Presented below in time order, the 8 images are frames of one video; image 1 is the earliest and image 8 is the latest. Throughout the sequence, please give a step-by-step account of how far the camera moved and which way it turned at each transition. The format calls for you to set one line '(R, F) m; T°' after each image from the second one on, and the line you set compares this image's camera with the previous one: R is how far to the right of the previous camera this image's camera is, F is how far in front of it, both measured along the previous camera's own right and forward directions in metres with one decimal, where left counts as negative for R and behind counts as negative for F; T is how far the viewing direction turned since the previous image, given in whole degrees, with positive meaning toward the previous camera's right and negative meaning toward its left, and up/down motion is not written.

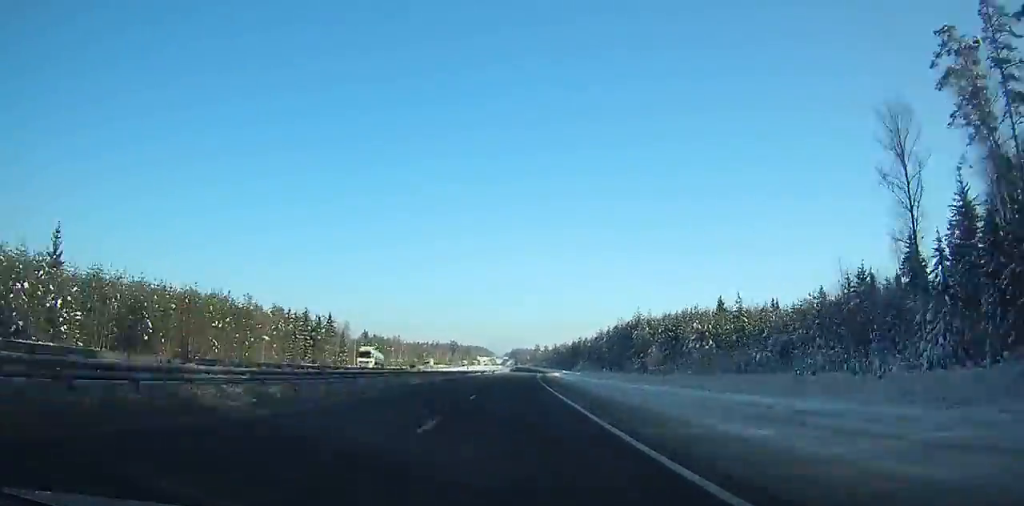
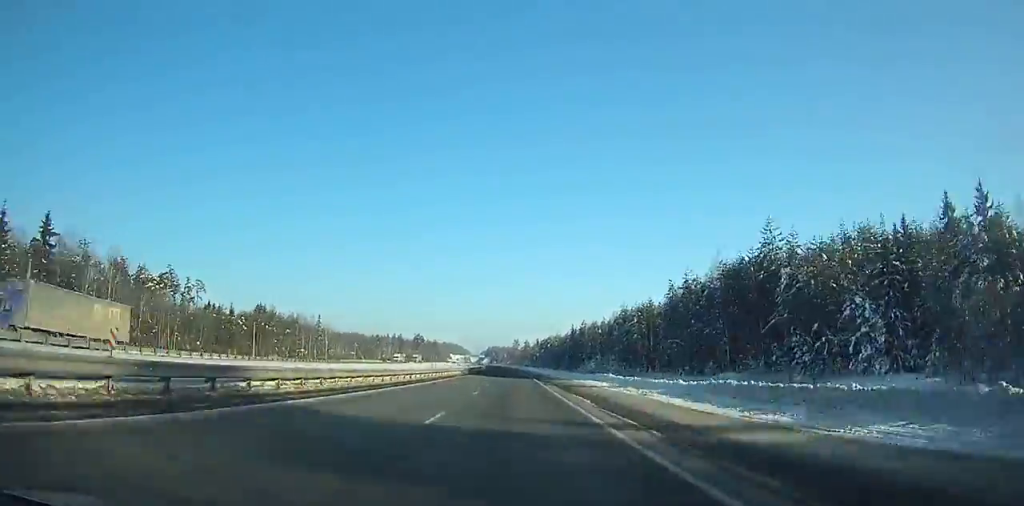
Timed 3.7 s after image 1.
(+1.7, +110.0) m; +1°
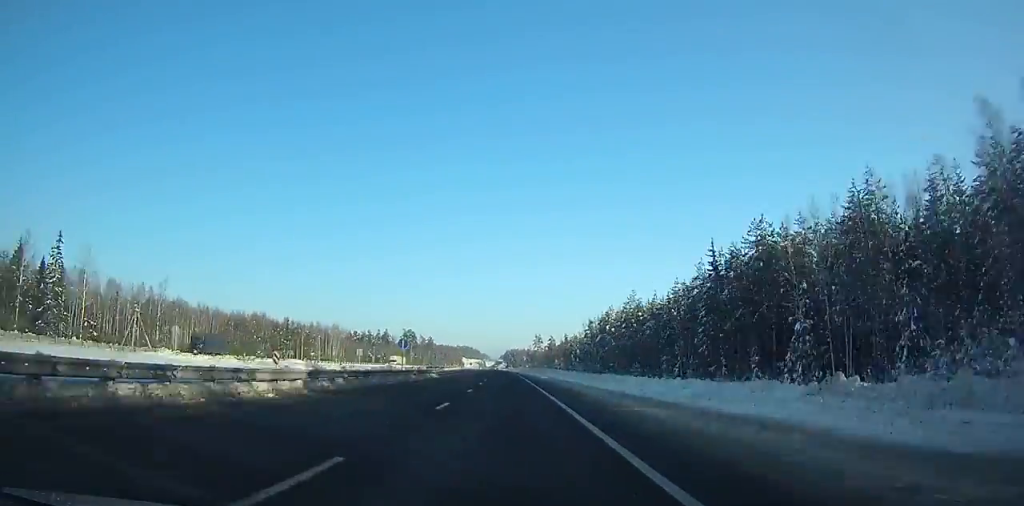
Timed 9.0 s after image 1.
(-1.6, +163.9) m; -2°
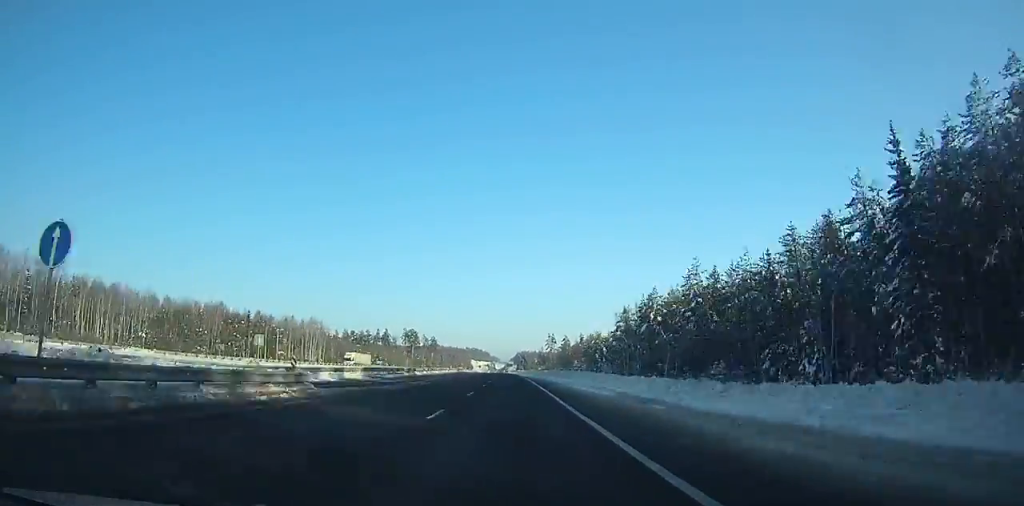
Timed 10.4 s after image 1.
(0.0, +43.0) m; -1°
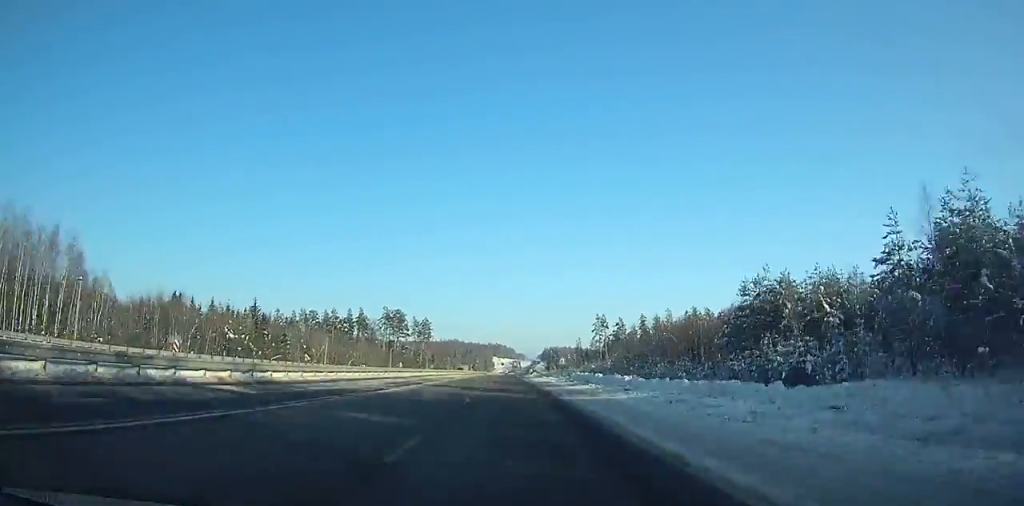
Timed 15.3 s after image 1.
(-4.2, +147.9) m; -2°
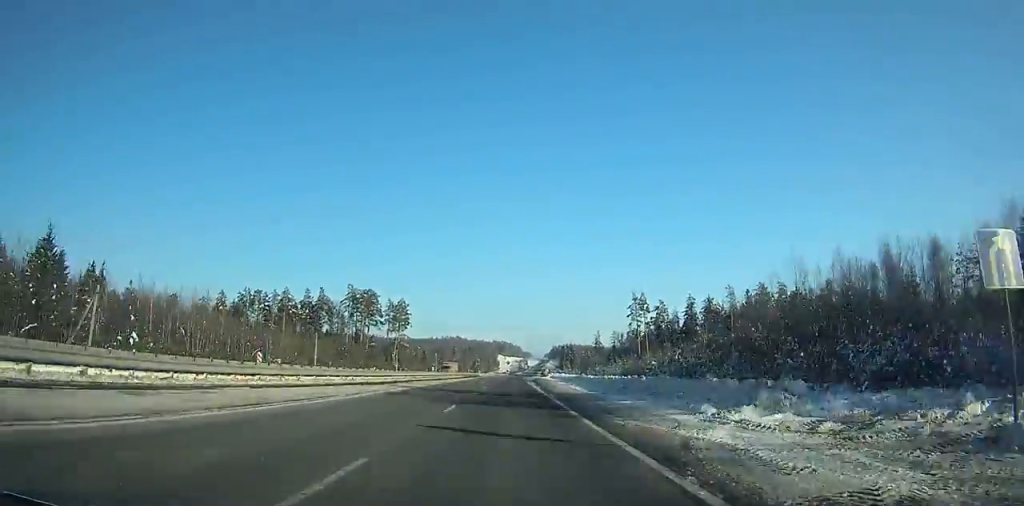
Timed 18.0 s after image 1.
(-0.5, +79.8) m; 0°
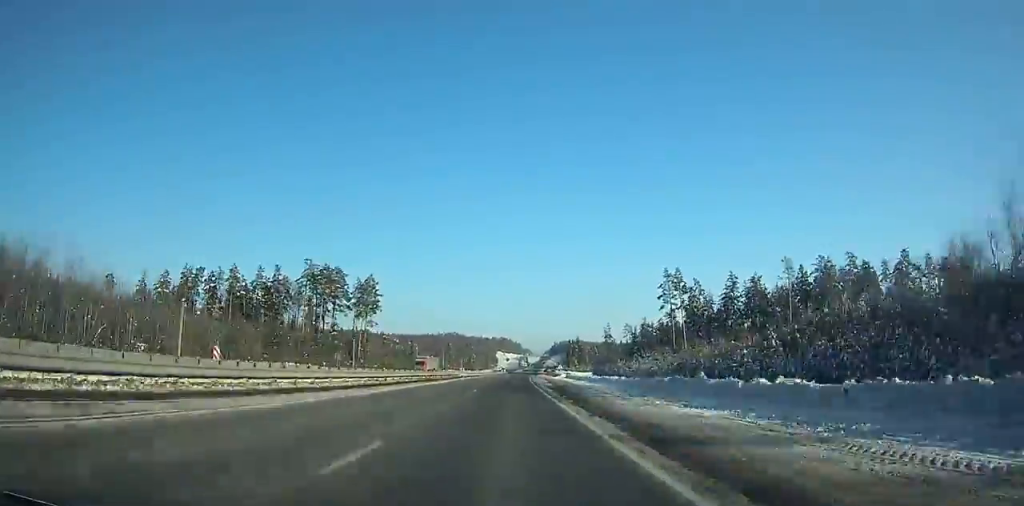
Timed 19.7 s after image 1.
(0.0, +49.1) m; 0°
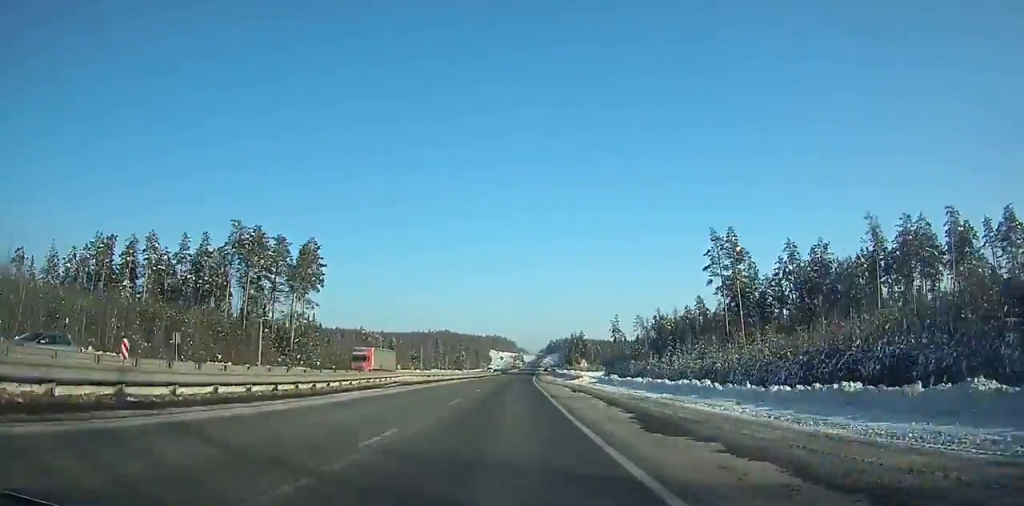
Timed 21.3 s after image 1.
(0.0, +42.8) m; +1°
